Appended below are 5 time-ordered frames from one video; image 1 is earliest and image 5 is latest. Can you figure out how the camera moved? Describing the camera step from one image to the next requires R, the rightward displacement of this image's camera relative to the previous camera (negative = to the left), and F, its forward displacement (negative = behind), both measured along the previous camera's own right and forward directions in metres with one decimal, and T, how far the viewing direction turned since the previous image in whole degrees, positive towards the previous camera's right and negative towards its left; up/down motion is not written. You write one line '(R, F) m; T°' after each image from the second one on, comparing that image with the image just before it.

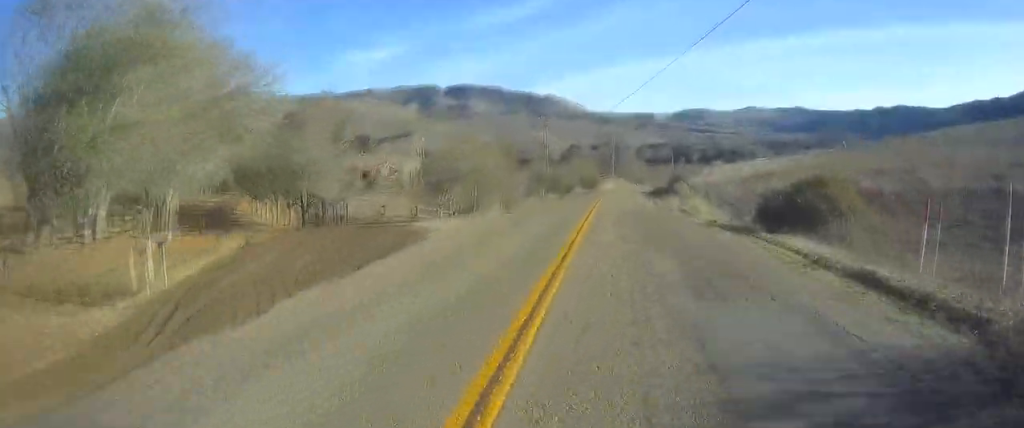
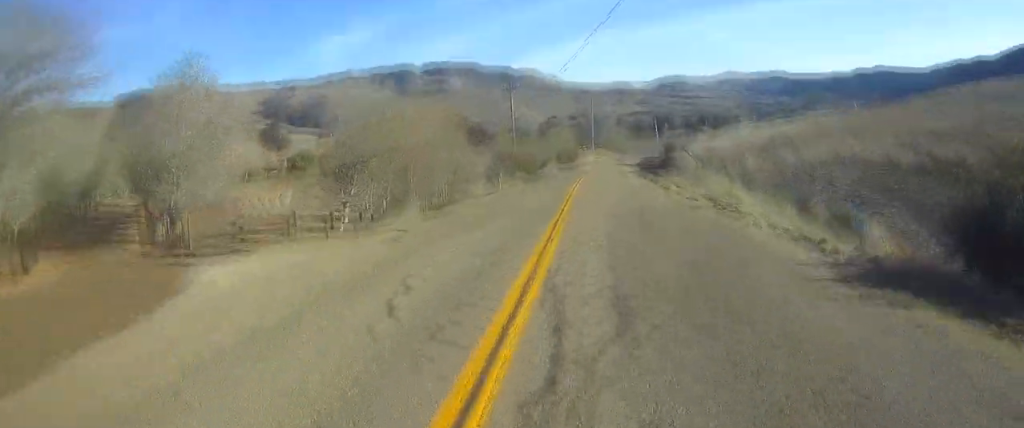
(-0.2, +15.6) m; -1°
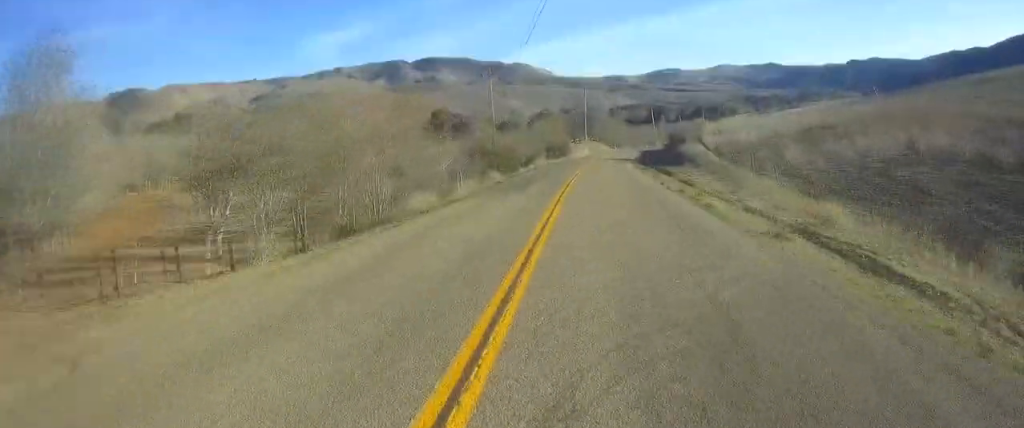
(-0.1, +11.7) m; 0°
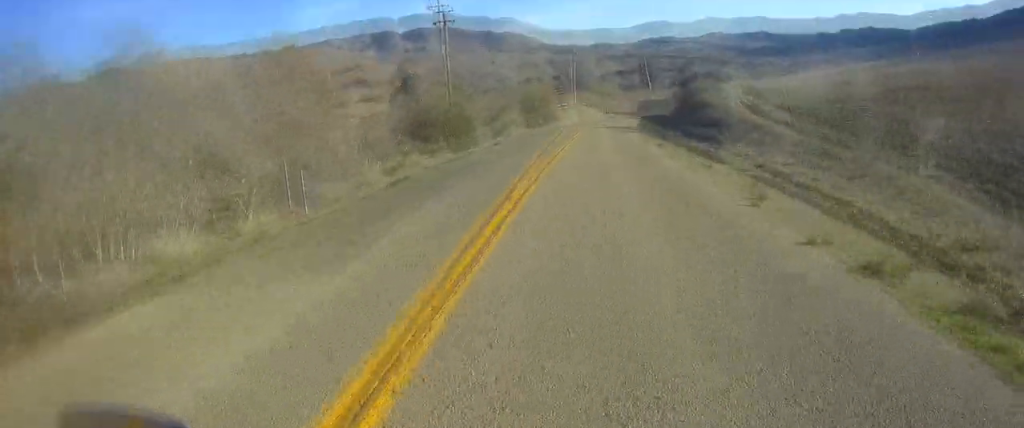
(0.0, +17.4) m; 0°
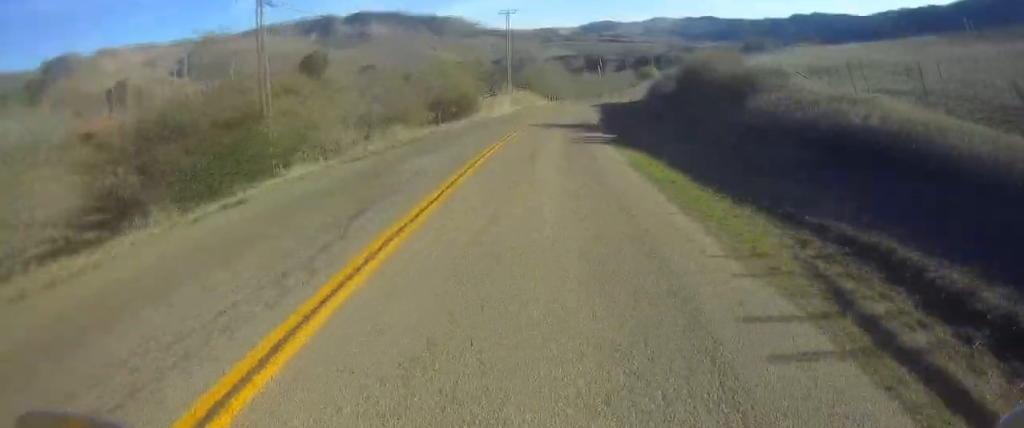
(+0.2, +24.3) m; +2°
